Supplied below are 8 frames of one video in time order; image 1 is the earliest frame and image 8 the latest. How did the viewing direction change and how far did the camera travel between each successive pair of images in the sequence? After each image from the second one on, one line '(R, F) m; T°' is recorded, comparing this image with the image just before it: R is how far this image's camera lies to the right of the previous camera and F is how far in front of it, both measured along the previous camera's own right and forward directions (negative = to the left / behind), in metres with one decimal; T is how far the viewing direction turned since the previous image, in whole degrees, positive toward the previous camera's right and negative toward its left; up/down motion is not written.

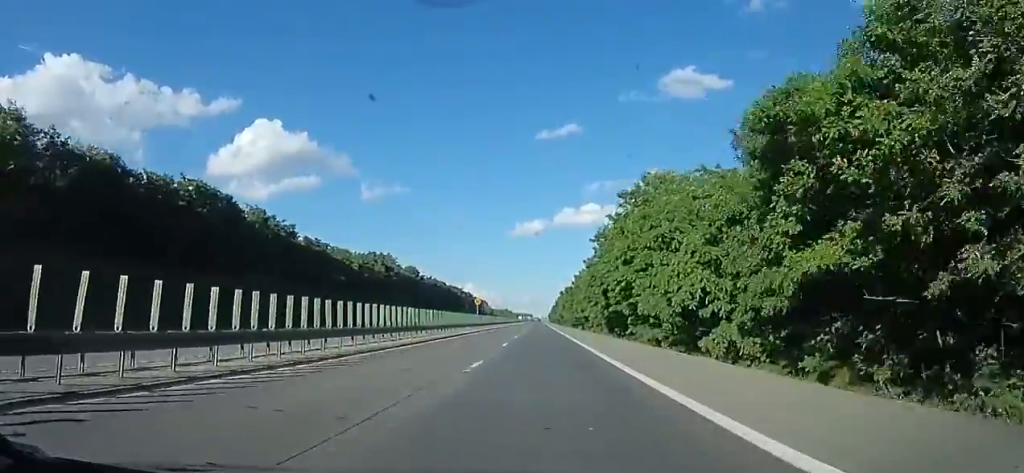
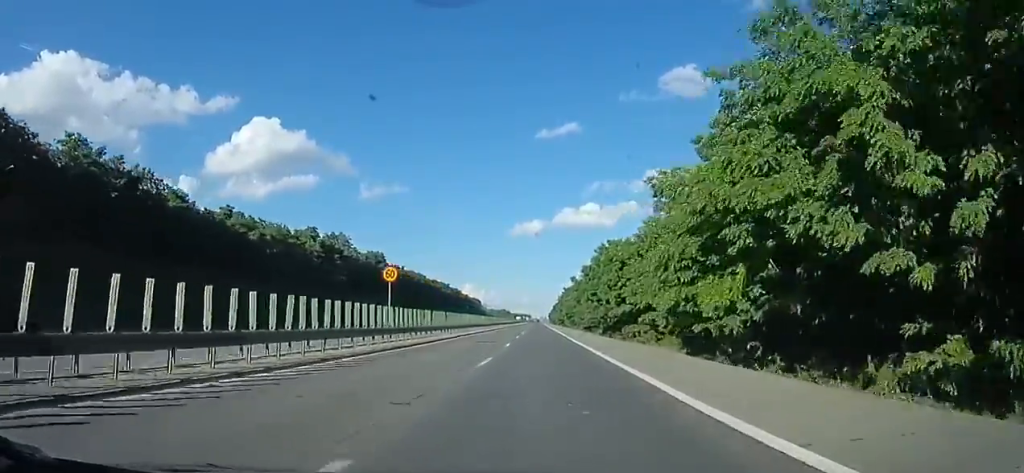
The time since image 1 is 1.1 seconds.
(+0.2, +34.7) m; +1°
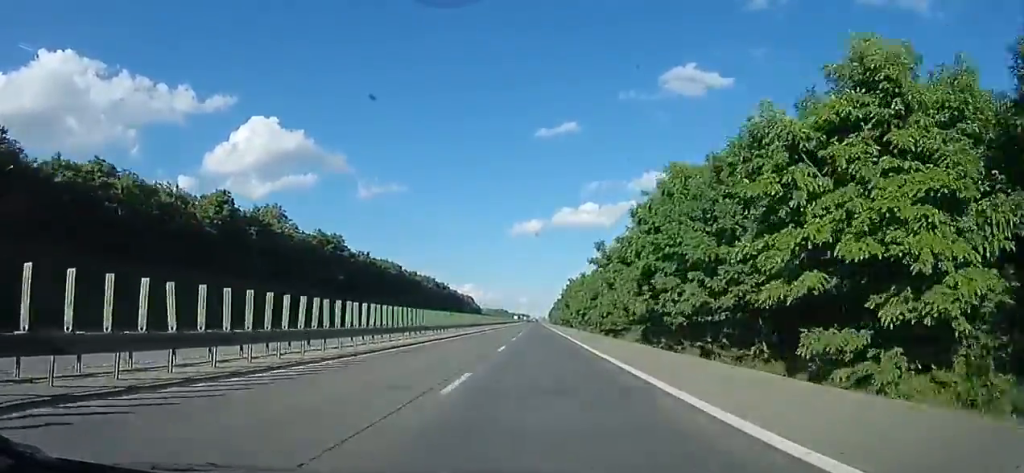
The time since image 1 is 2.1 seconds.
(+0.1, +28.7) m; 0°
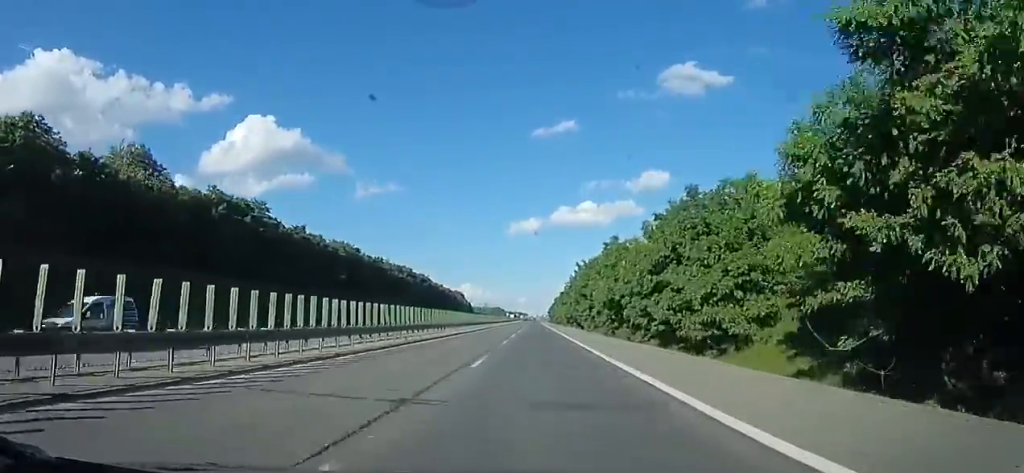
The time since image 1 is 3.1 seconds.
(0.0, +31.6) m; +1°
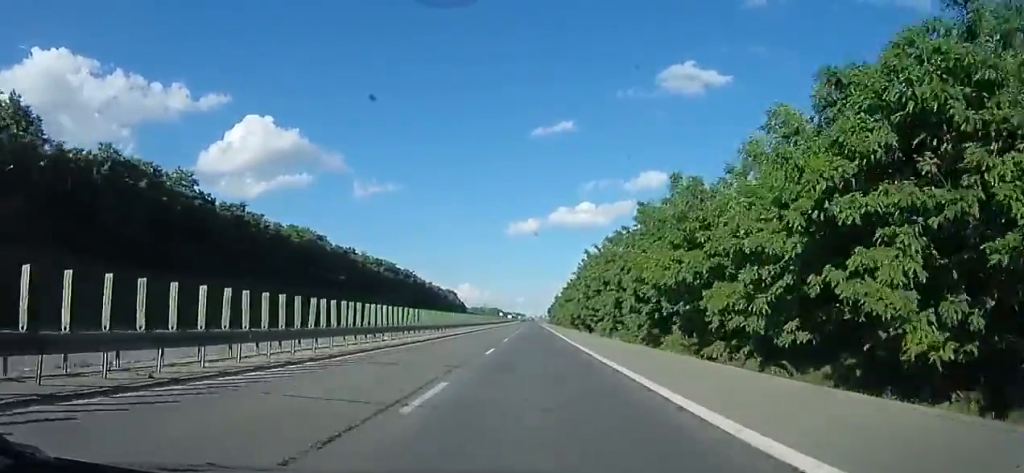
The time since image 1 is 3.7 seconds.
(+0.2, +18.2) m; 0°
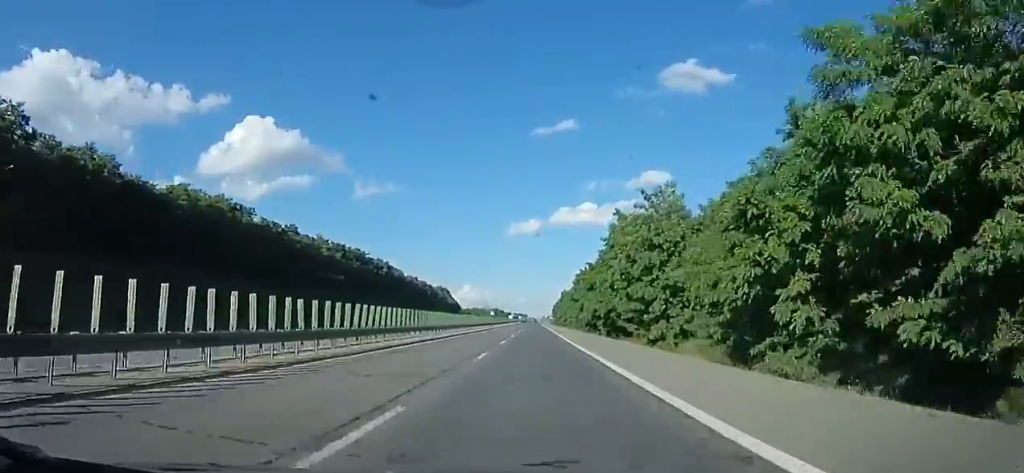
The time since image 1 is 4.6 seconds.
(+0.4, +26.7) m; 0°
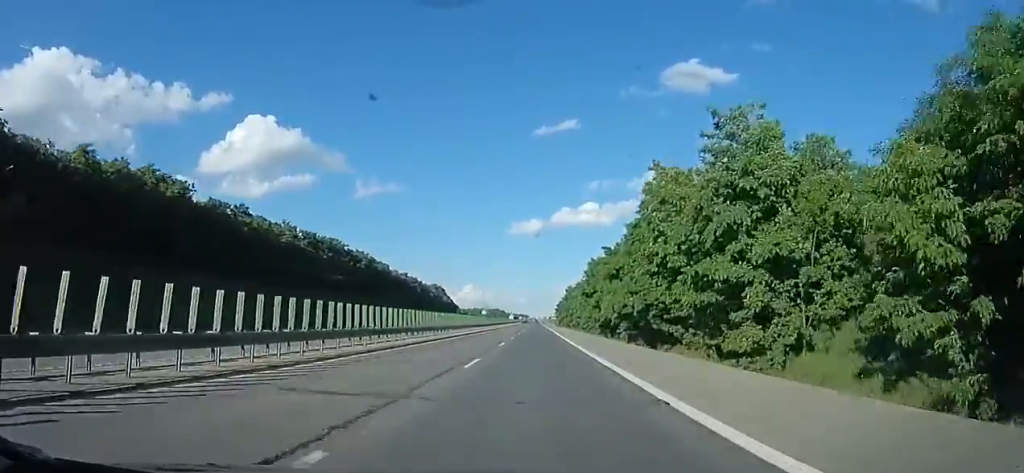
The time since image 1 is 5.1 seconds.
(-0.4, +14.7) m; -1°
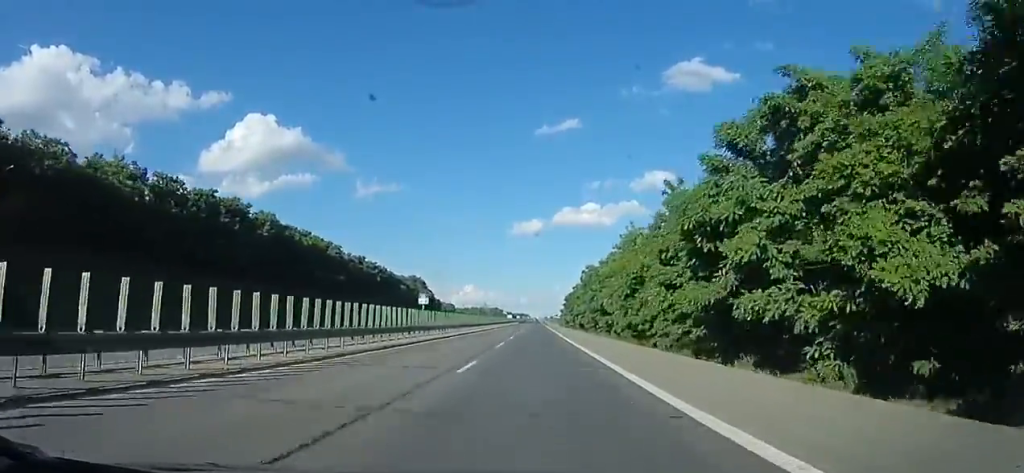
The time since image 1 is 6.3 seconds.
(-0.3, +37.4) m; -1°
